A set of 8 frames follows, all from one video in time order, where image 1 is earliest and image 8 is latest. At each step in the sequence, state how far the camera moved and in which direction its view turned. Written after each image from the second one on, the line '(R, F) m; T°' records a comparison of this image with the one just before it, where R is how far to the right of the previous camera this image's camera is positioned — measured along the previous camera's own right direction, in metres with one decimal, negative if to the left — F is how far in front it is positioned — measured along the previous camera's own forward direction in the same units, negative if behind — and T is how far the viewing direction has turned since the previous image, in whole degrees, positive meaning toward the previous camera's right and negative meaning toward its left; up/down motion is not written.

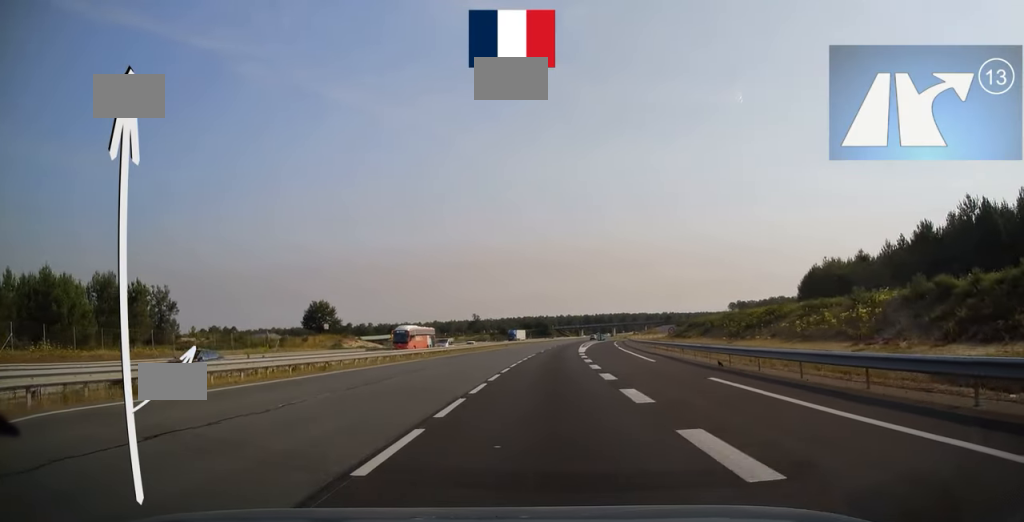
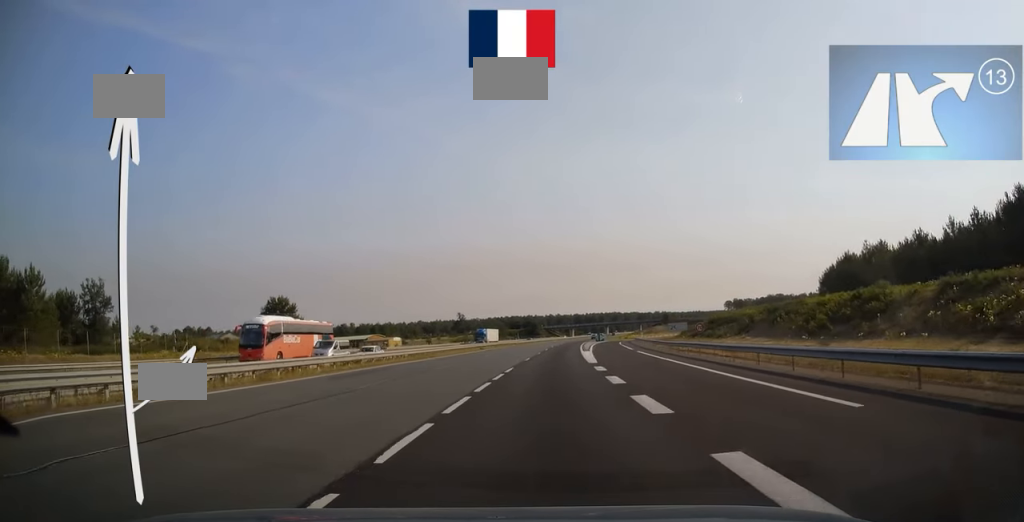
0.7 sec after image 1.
(+0.3, +21.2) m; +1°
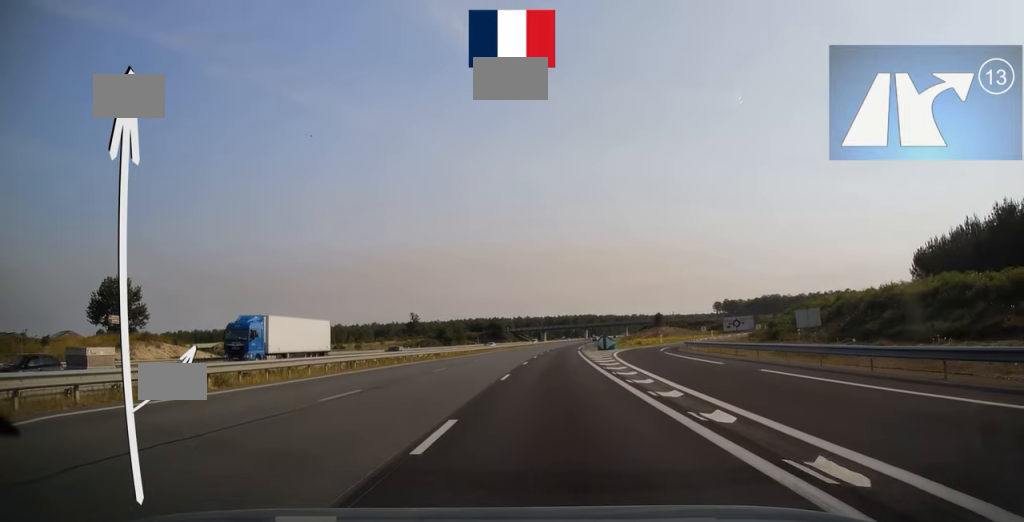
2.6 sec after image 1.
(+1.5, +55.1) m; +3°
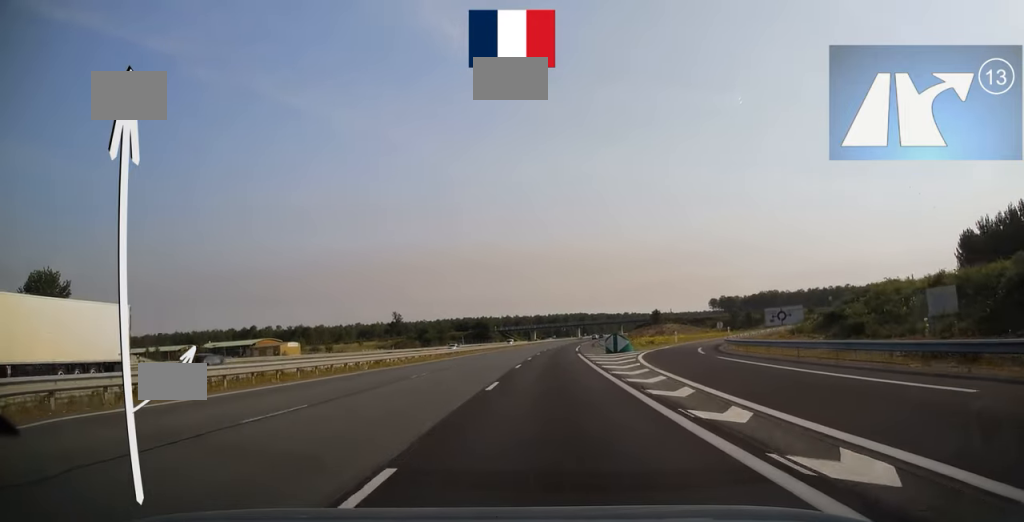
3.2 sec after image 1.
(+0.1, +16.7) m; +1°
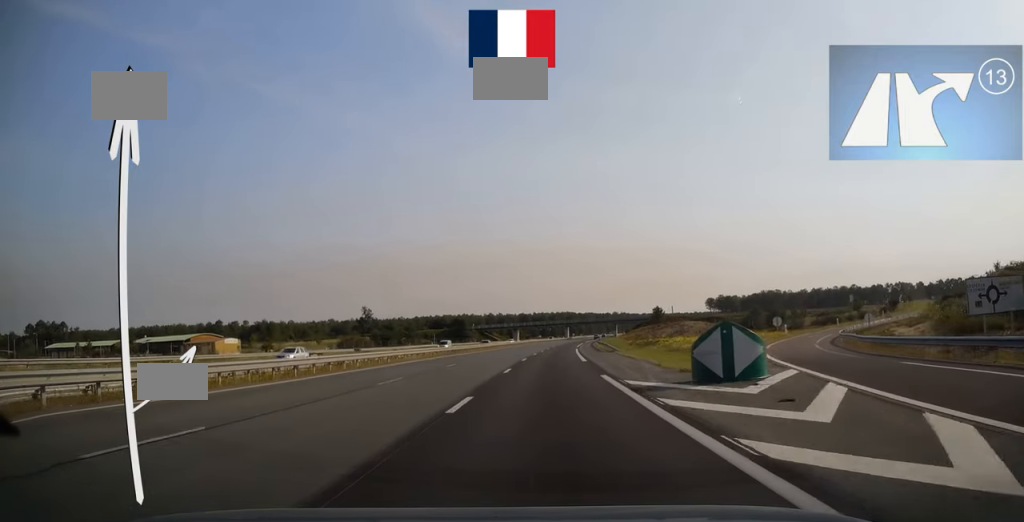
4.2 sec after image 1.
(+0.4, +30.0) m; +2°
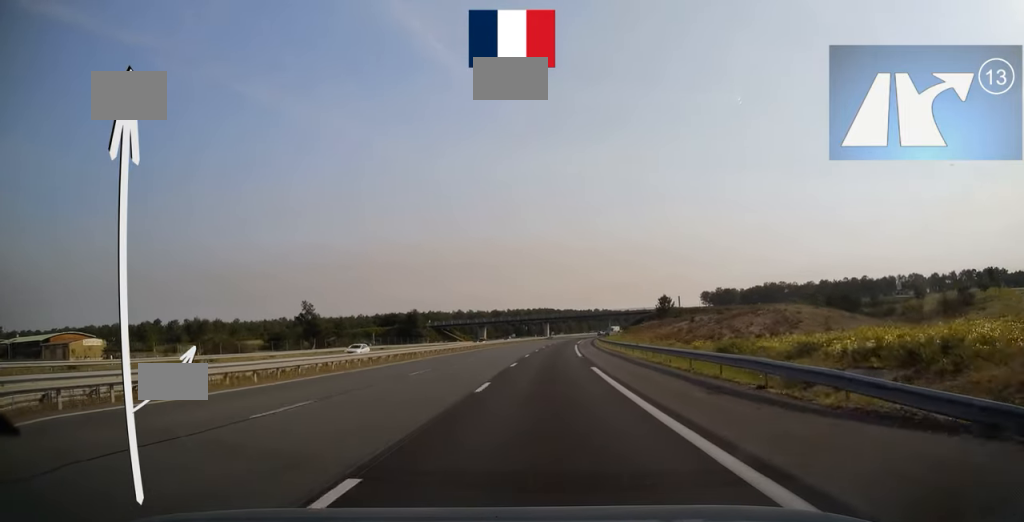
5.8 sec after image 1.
(+0.8, +47.2) m; +2°
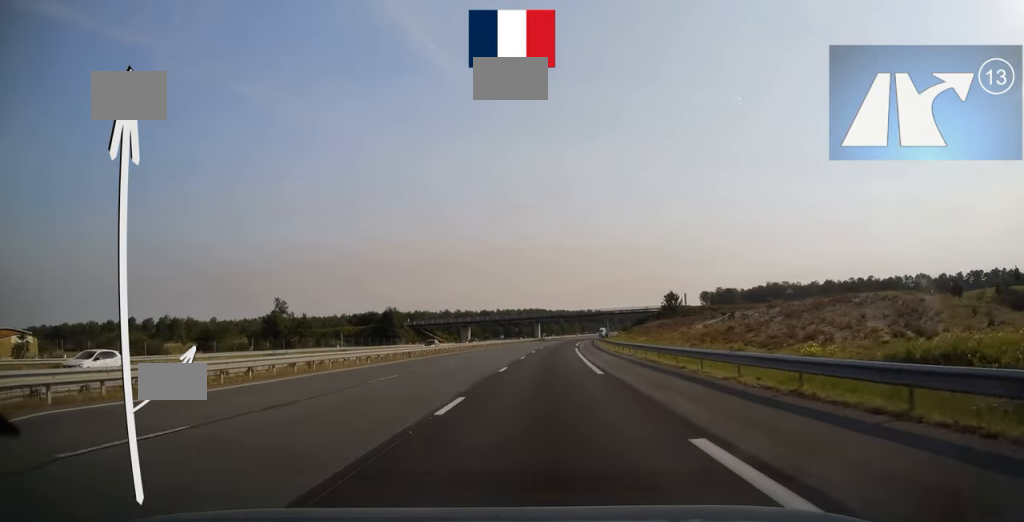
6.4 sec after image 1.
(+0.2, +18.2) m; +1°
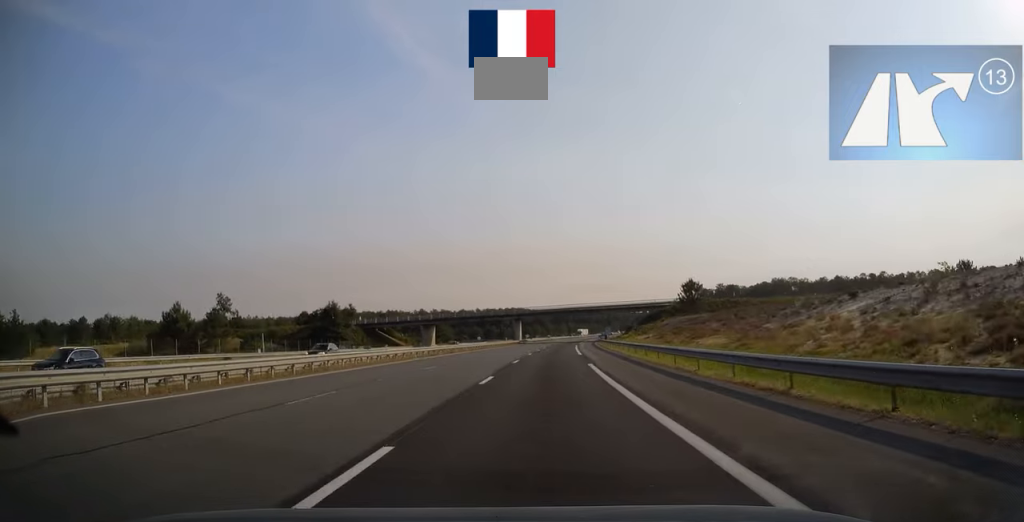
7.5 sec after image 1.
(+0.6, +31.9) m; +2°
